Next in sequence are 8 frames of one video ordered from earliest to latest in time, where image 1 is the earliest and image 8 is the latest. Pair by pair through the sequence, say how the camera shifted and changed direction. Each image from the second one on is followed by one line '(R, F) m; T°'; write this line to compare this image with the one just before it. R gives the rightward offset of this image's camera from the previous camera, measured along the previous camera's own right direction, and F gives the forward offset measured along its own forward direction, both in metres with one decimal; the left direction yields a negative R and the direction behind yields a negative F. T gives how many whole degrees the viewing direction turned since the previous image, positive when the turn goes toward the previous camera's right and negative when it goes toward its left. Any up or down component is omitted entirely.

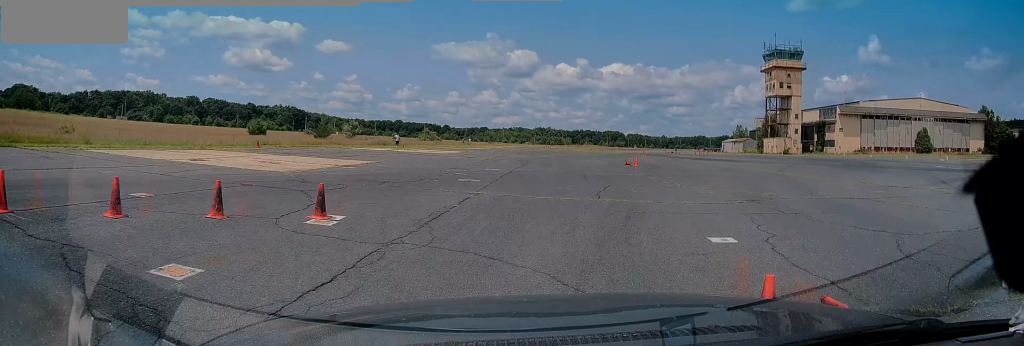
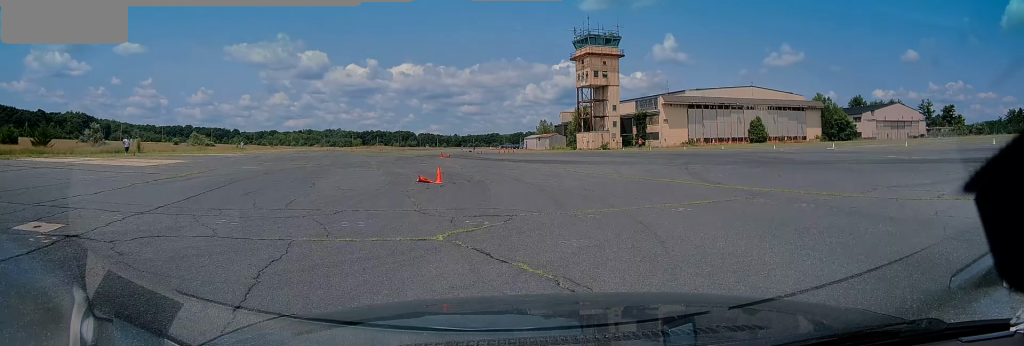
(+0.4, +13.9) m; +5°
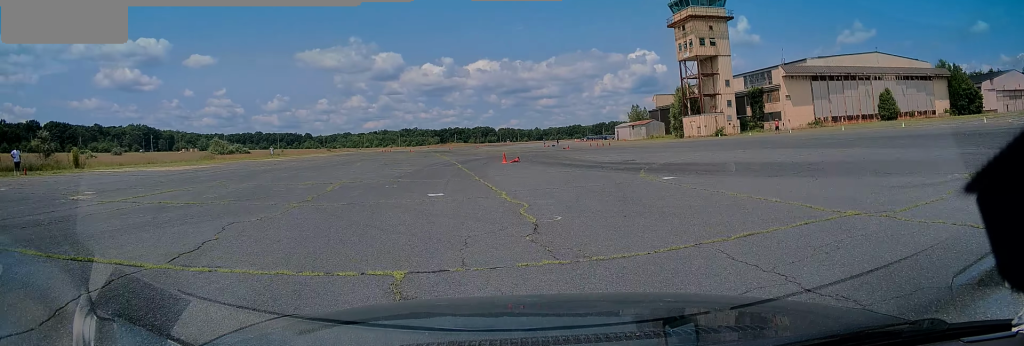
(+1.4, +18.1) m; +7°
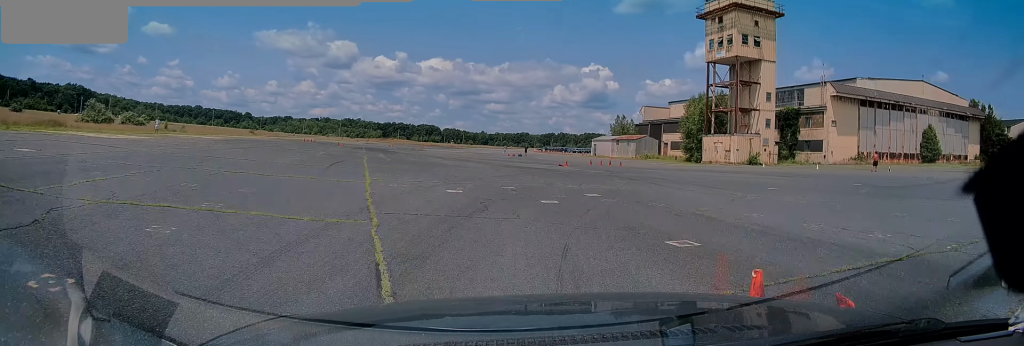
(+0.7, +20.8) m; +4°
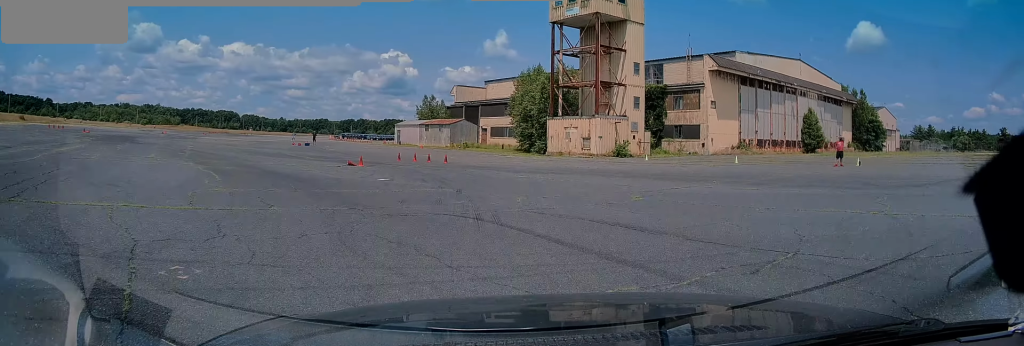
(+0.7, +15.7) m; +2°
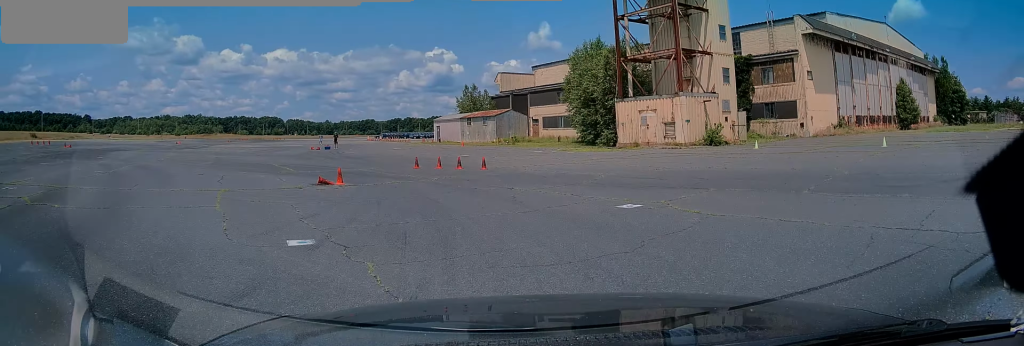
(+0.1, +9.3) m; -3°
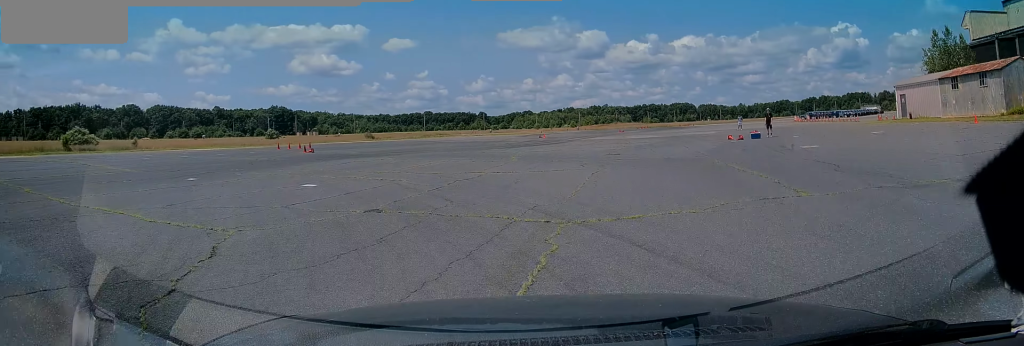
(-3.0, +22.2) m; -20°
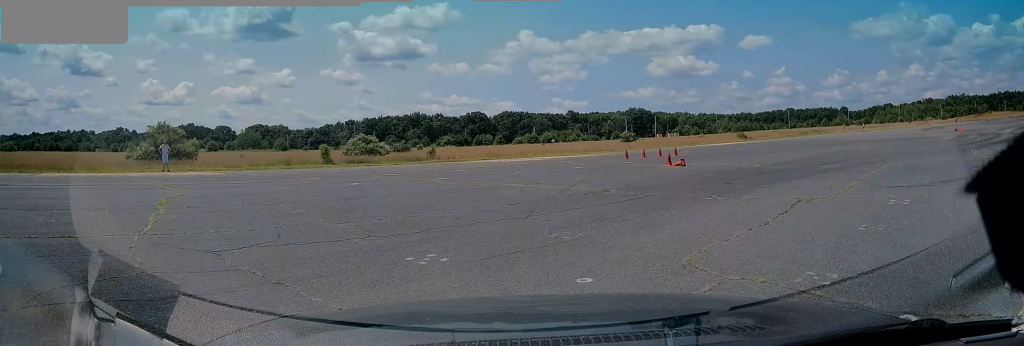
(-2.2, +13.0) m; -14°
